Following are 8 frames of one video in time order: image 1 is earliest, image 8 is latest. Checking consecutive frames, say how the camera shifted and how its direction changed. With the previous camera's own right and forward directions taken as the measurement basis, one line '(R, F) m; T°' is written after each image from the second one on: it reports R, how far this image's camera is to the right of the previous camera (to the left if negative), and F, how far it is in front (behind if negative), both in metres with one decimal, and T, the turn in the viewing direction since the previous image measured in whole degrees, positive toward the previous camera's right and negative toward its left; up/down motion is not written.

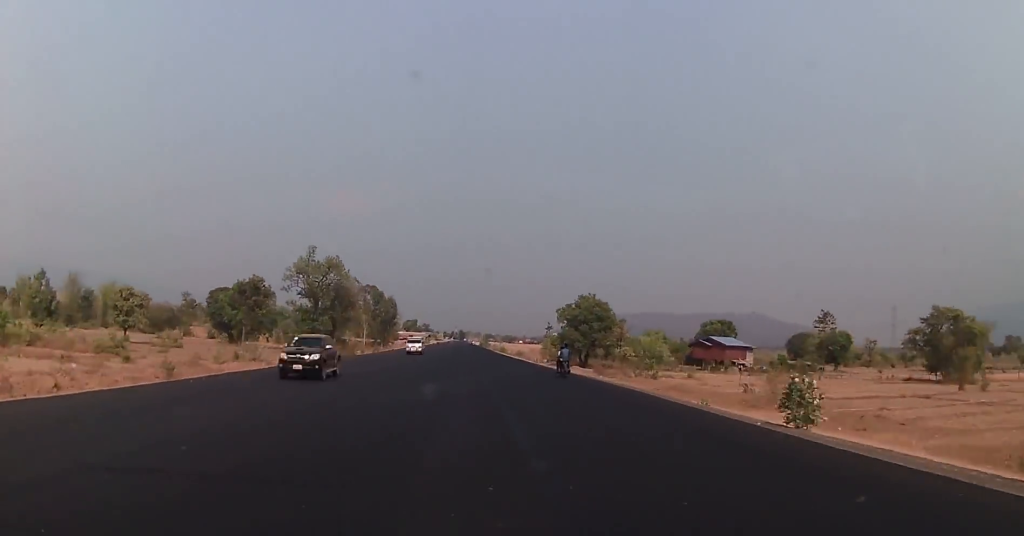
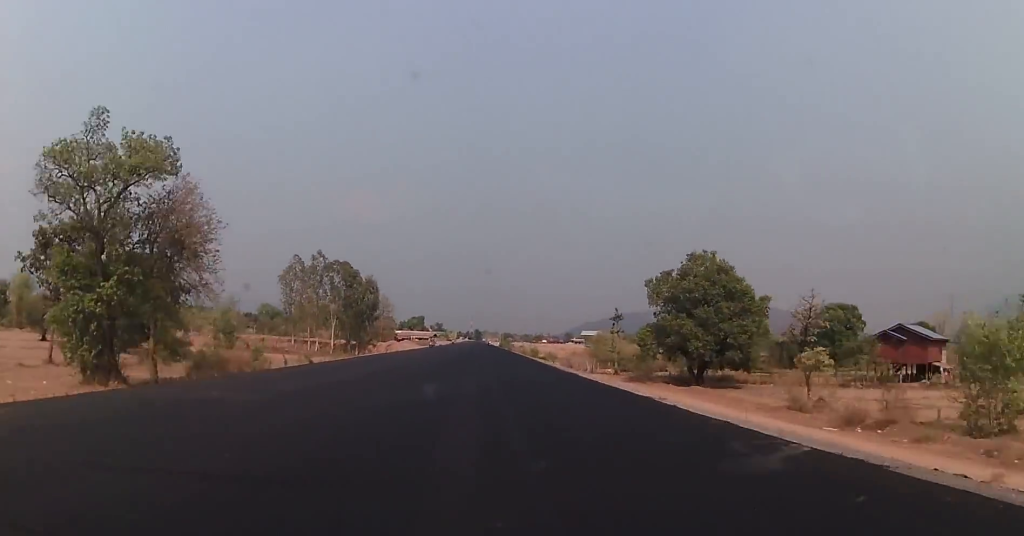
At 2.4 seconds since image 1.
(-1.8, +60.9) m; -2°
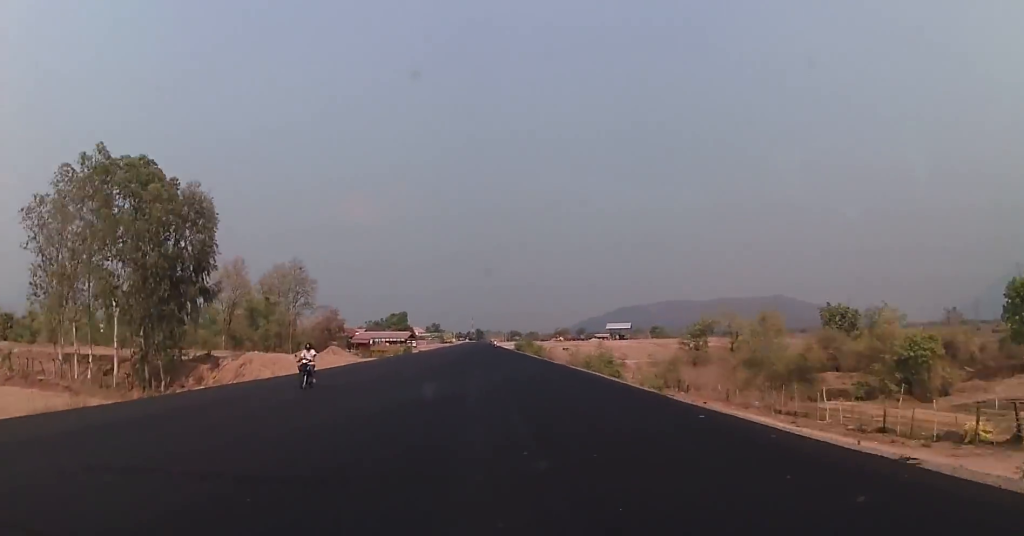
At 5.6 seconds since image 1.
(-1.3, +80.1) m; -1°
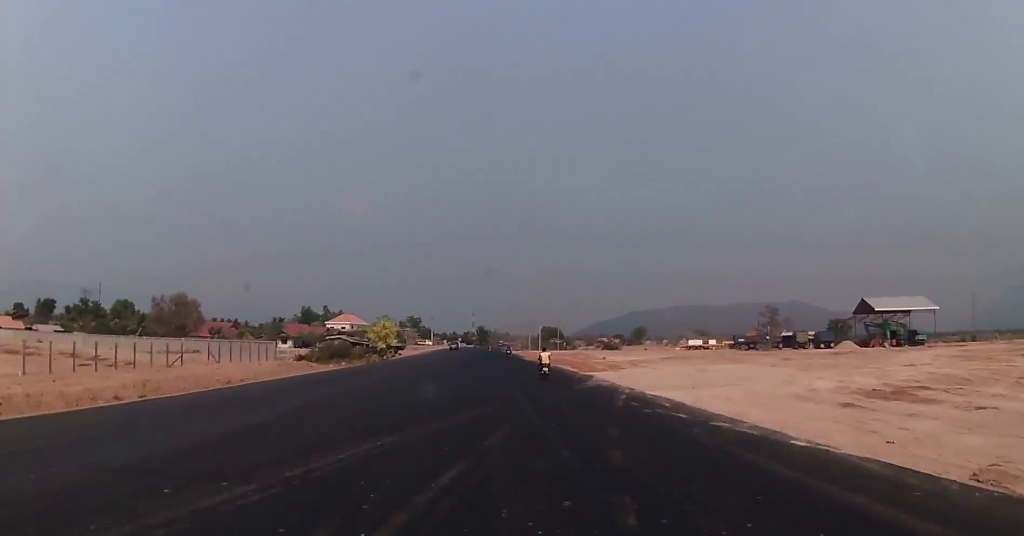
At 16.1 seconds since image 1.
(0.0, +240.8) m; 0°
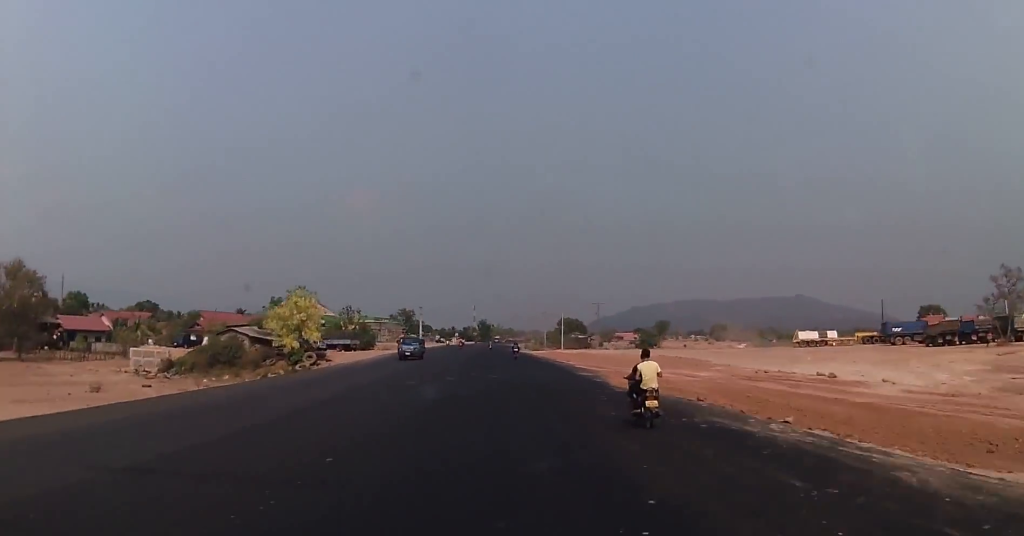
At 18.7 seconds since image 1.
(+0.1, +51.8) m; 0°
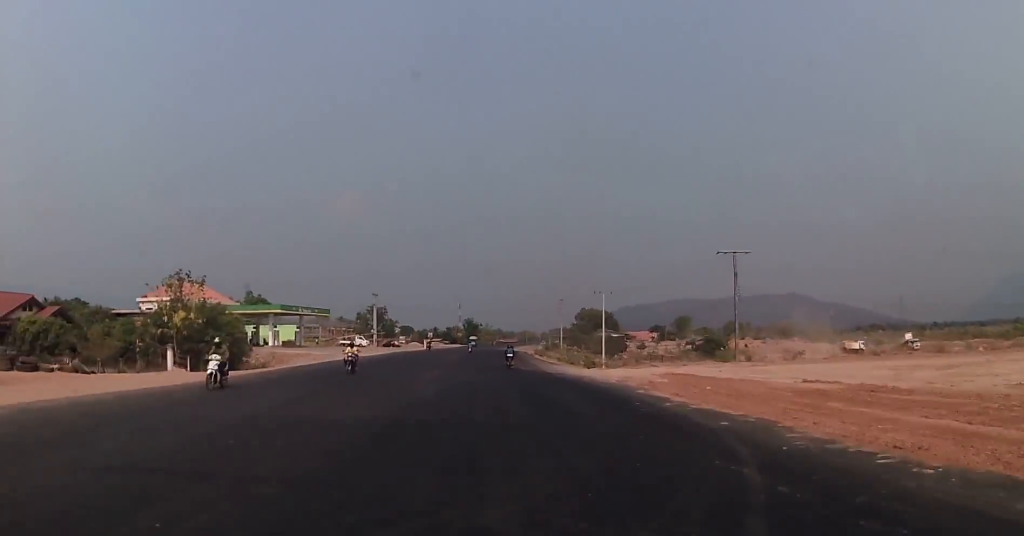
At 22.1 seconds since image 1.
(+0.3, +66.7) m; +1°
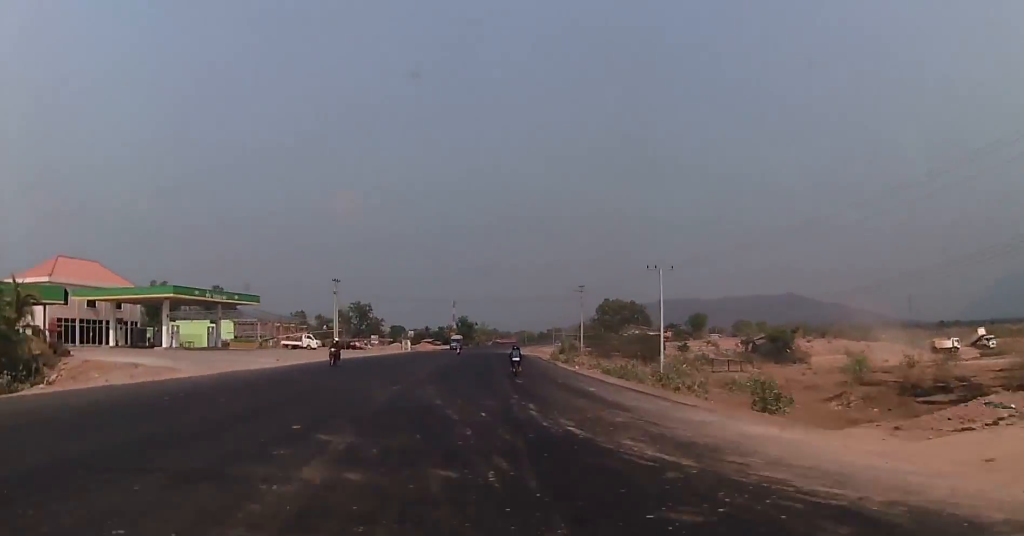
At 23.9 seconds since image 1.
(-0.1, +31.7) m; +1°
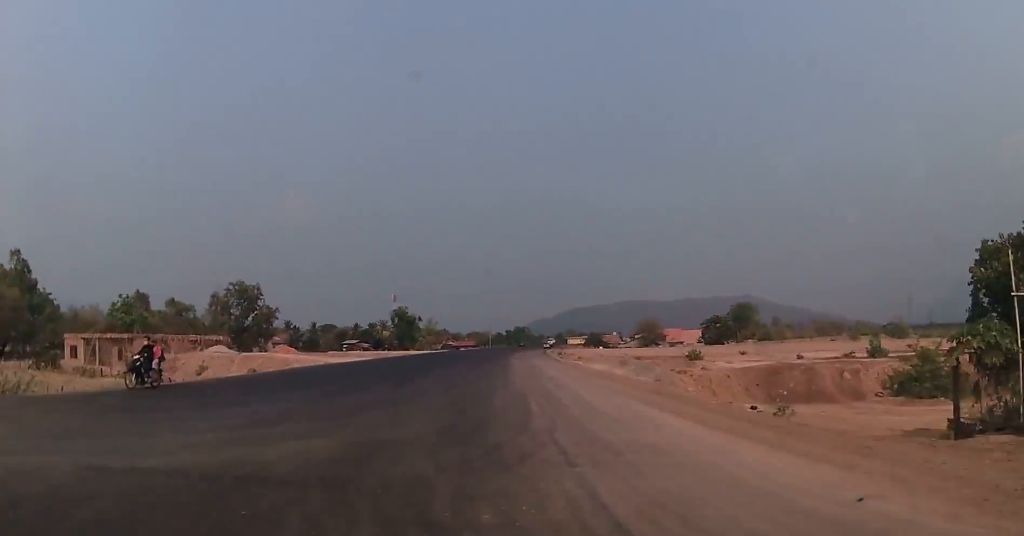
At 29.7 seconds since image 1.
(+2.7, +105.6) m; +5°
